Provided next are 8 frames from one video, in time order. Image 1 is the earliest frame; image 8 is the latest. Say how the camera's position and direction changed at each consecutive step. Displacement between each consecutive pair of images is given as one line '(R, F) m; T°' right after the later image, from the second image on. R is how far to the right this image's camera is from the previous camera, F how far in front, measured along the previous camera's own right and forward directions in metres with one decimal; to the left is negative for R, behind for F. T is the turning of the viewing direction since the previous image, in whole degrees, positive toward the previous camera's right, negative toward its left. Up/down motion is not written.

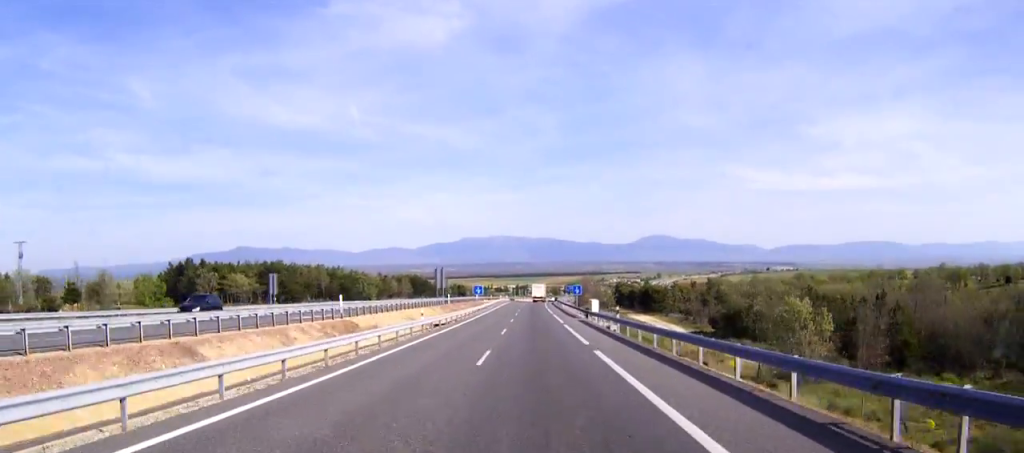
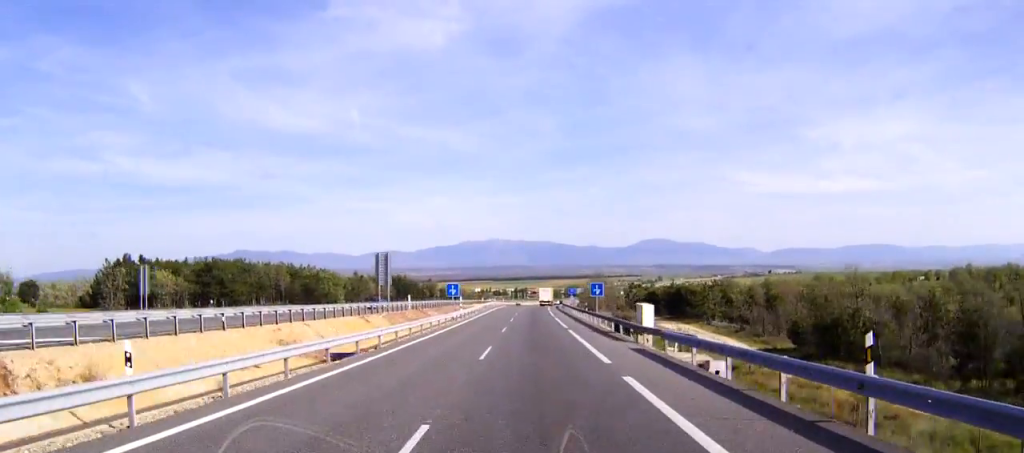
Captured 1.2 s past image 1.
(+0.1, +31.7) m; 0°
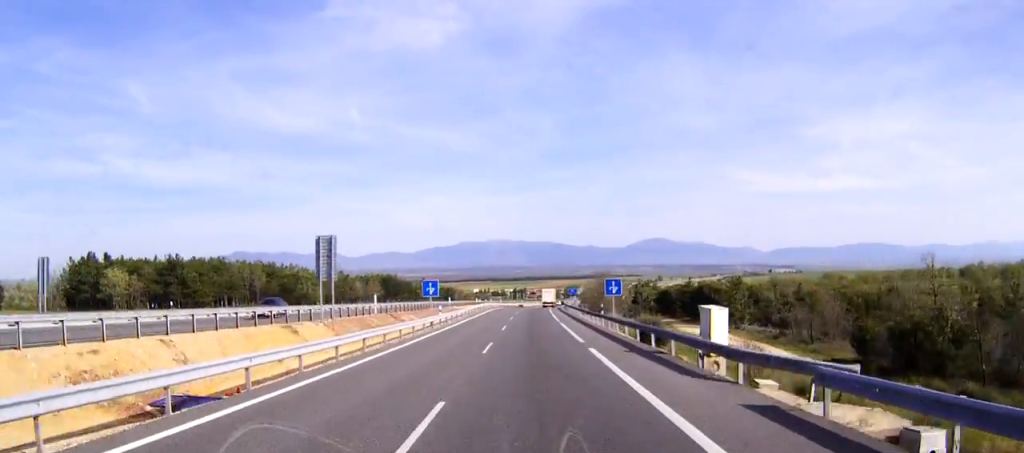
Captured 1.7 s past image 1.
(0.0, +14.6) m; 0°
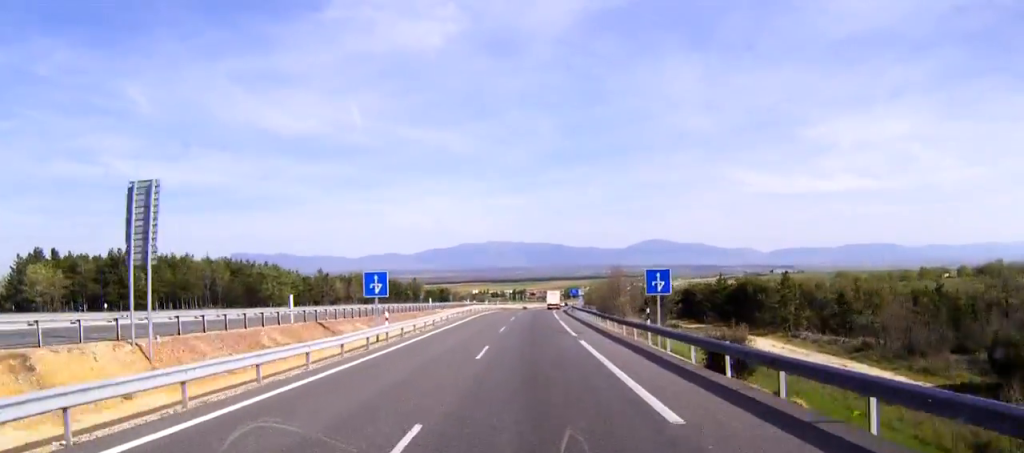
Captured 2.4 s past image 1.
(0.0, +19.2) m; +1°
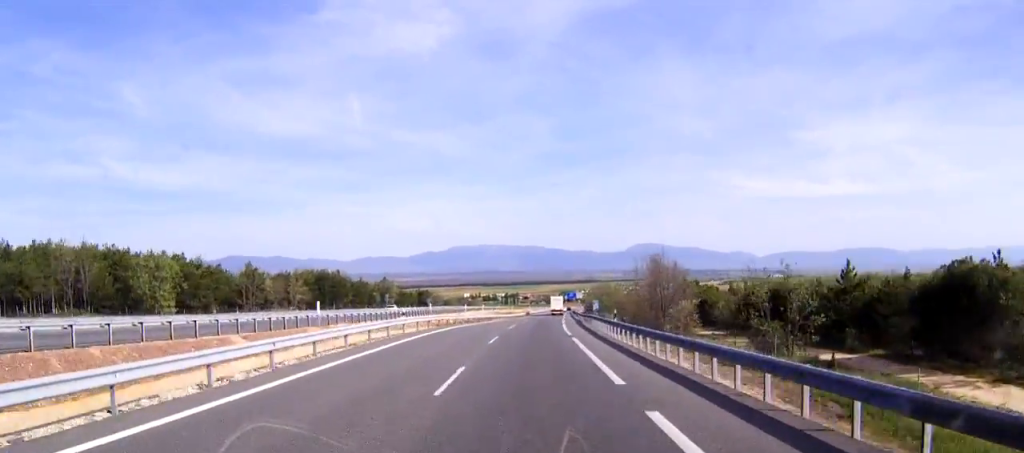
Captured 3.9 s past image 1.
(+0.6, +42.0) m; +1°
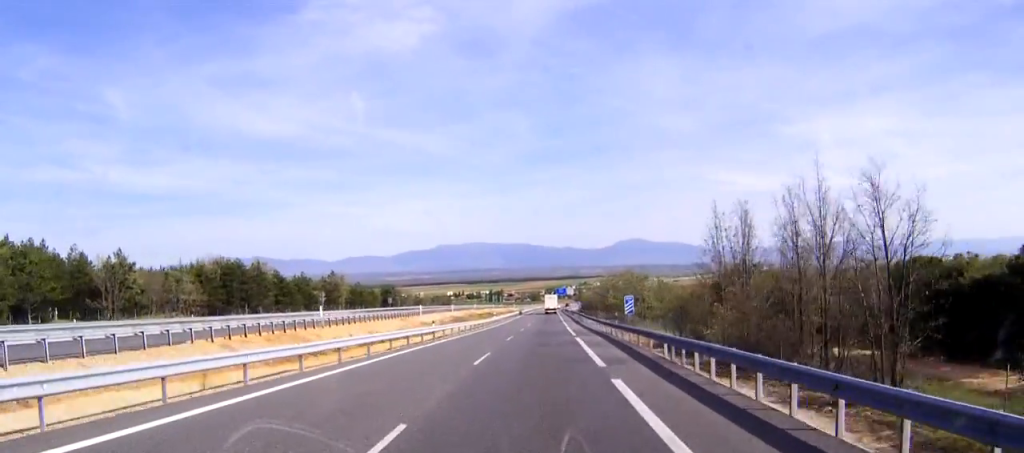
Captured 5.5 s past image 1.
(0.0, +42.0) m; 0°
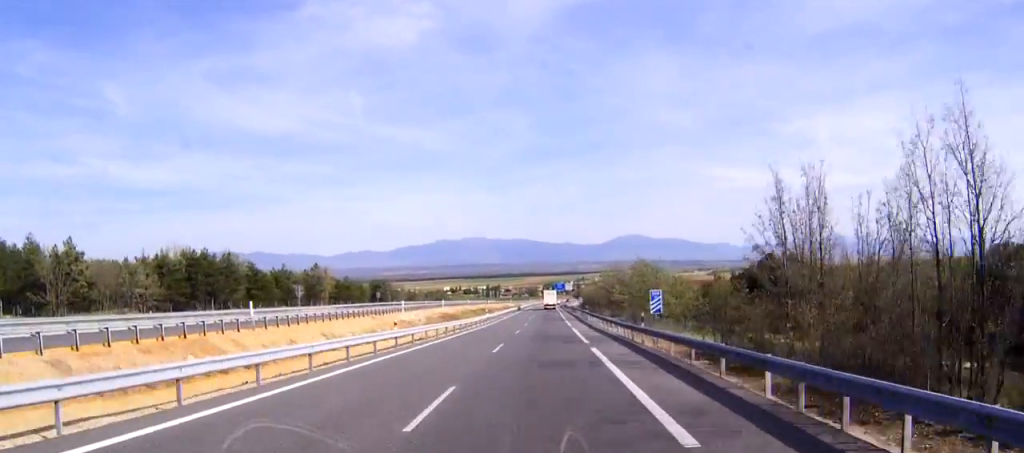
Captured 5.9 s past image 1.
(0.0, +11.9) m; 0°
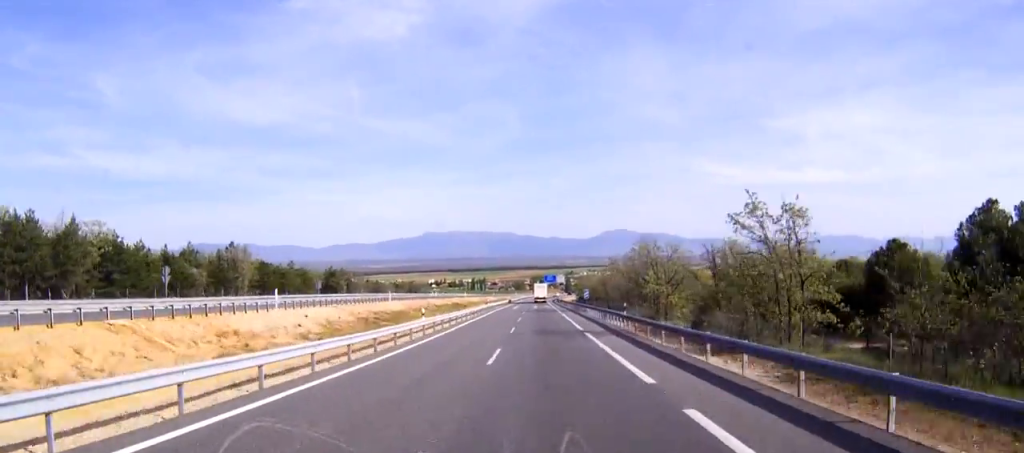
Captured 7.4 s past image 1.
(0.0, +41.1) m; 0°
